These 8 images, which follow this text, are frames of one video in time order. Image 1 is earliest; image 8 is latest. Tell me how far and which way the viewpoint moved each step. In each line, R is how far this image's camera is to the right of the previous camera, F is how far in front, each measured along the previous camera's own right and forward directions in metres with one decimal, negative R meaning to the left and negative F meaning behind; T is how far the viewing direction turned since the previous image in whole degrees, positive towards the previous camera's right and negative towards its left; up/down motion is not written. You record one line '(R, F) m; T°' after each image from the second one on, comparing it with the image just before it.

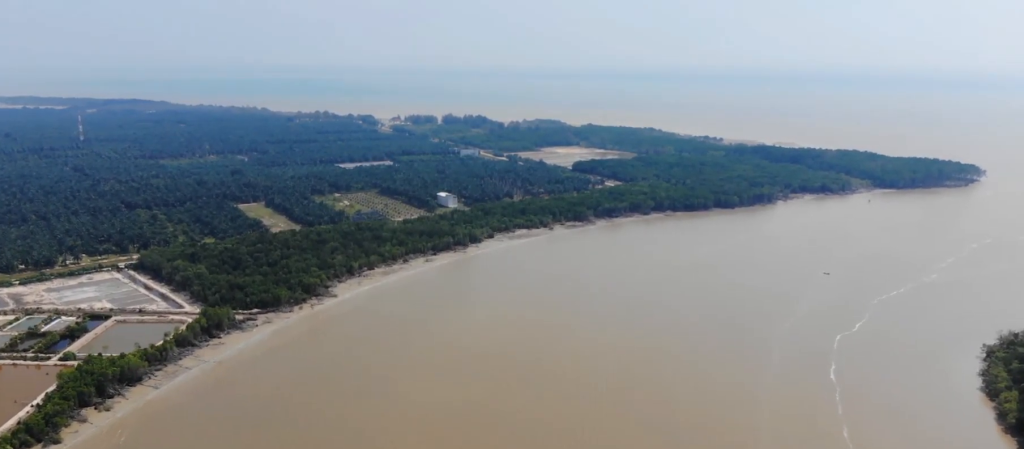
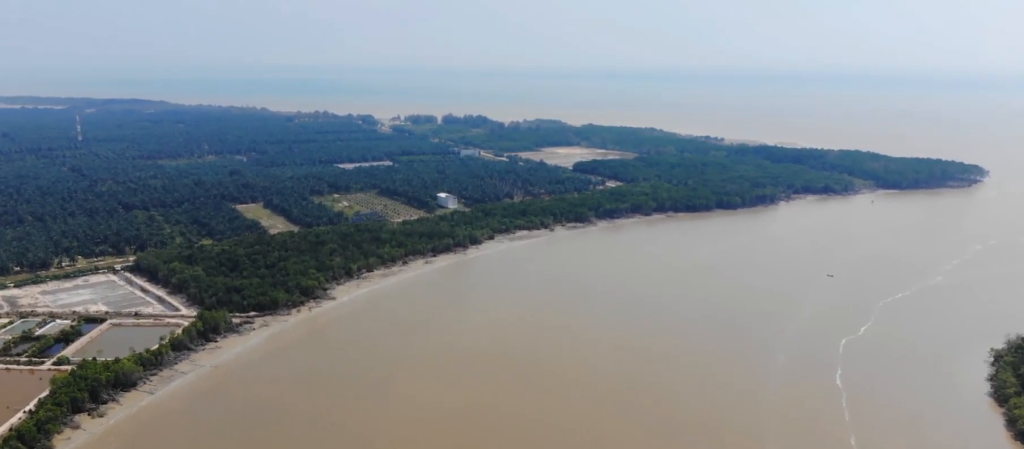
(0.0, +7.3) m; 0°
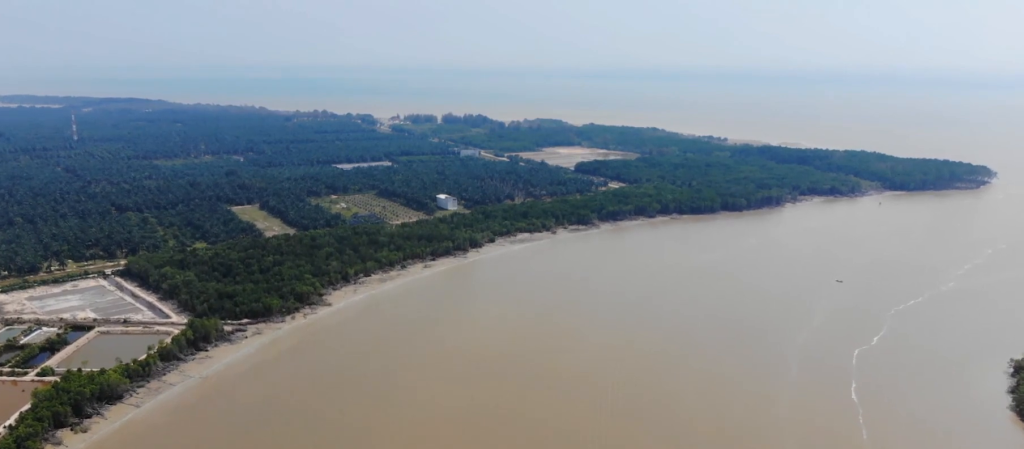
(0.0, +17.9) m; 0°
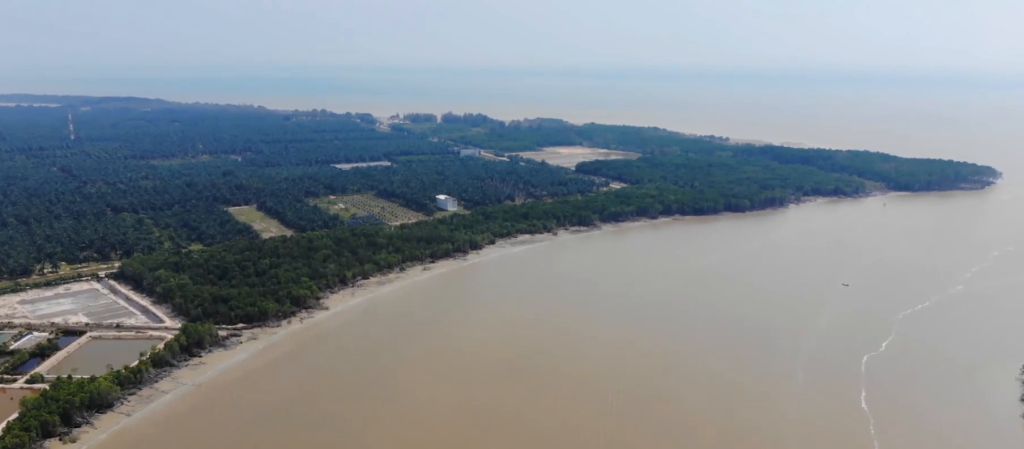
(0.0, +11.2) m; 0°
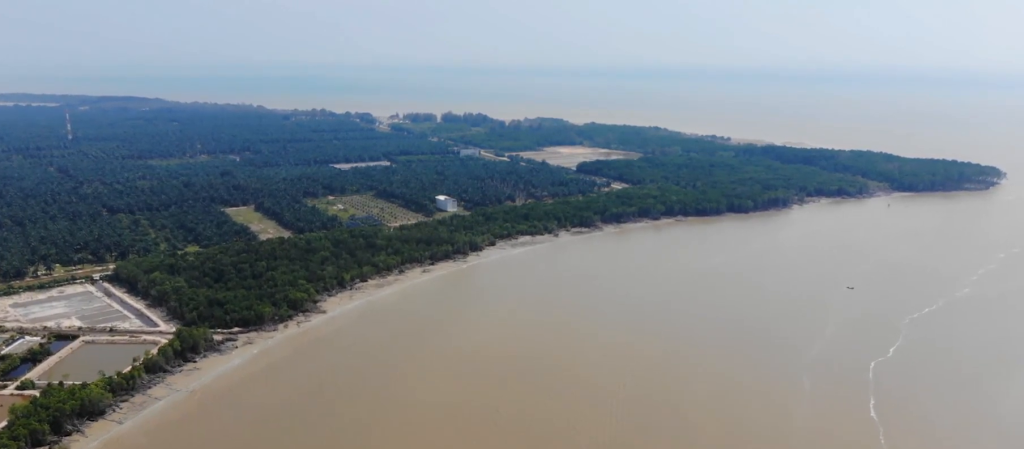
(0.0, +9.8) m; -1°
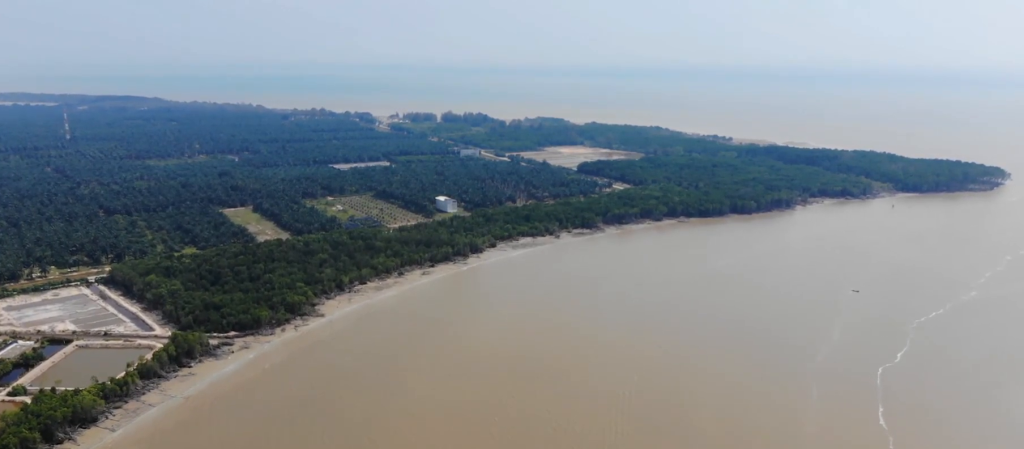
(0.0, +8.7) m; 0°
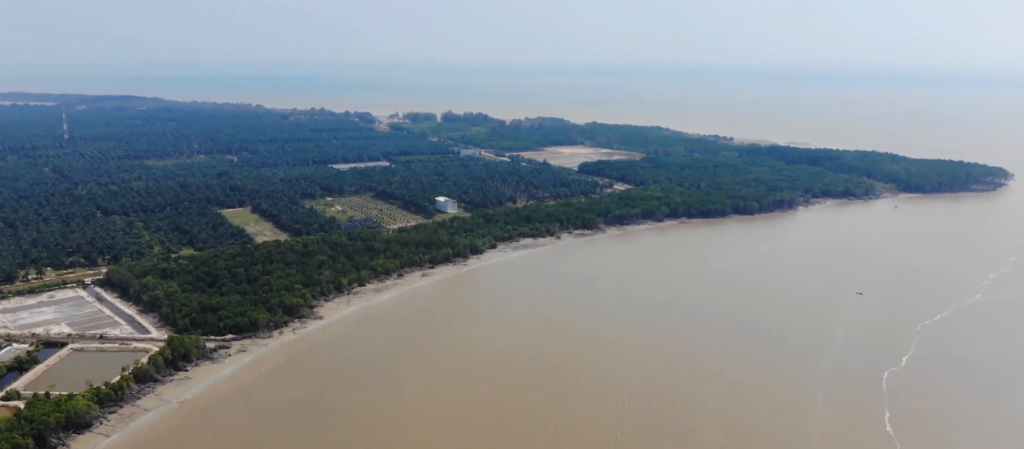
(0.0, +6.2) m; 0°
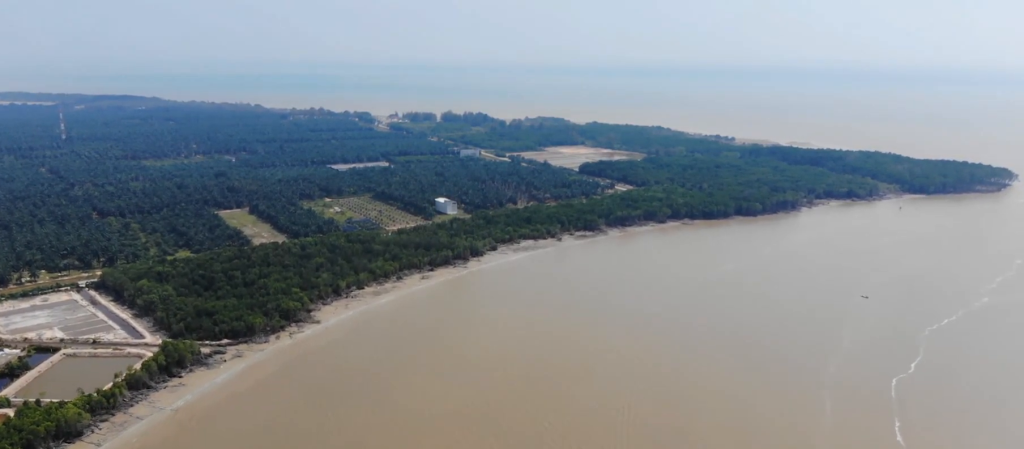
(0.0, +9.0) m; 0°
